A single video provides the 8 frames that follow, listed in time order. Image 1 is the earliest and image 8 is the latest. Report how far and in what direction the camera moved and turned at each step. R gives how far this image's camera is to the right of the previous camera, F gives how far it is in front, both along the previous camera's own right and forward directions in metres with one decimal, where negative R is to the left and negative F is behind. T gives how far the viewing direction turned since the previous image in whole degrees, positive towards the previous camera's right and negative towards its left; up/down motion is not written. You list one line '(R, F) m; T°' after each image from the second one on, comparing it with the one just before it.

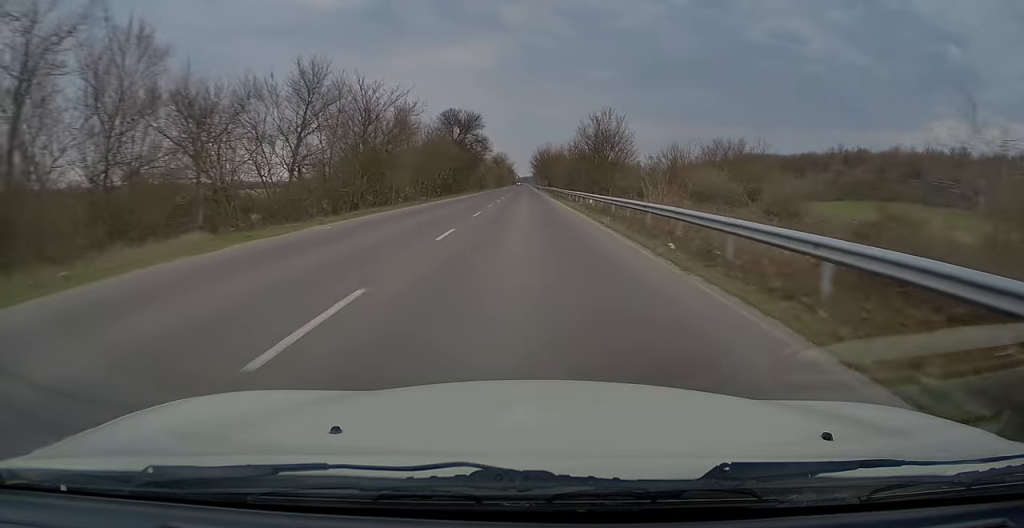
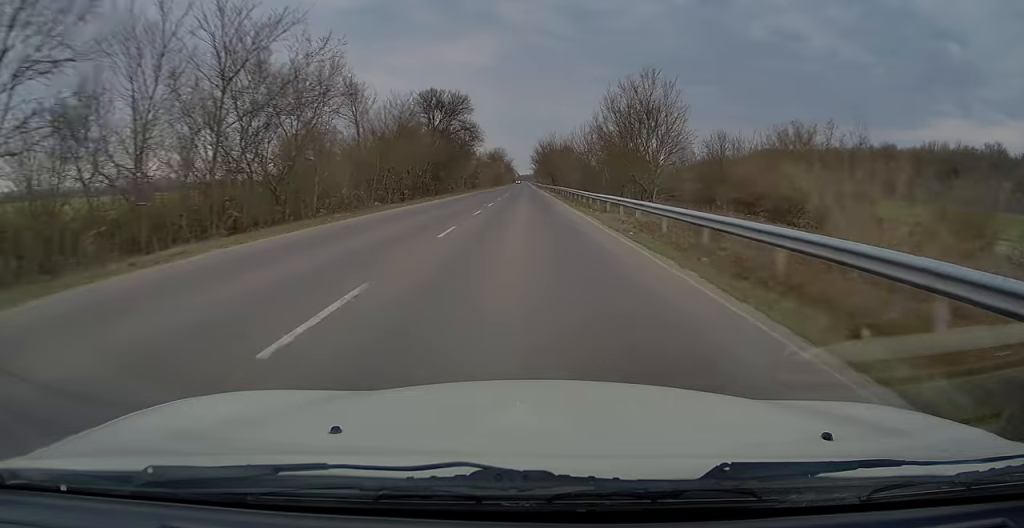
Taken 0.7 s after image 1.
(0.0, +17.6) m; 0°
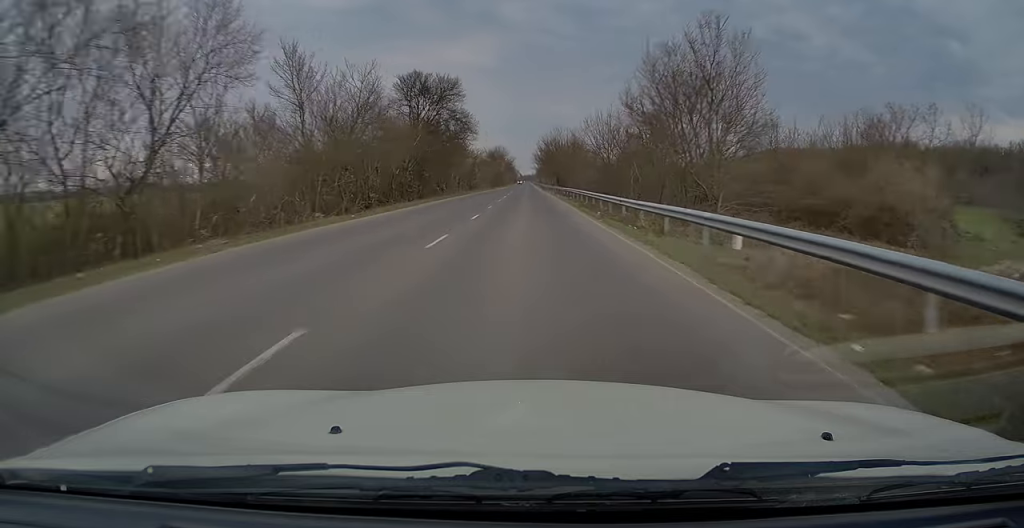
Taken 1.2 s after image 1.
(0.0, +11.3) m; 0°
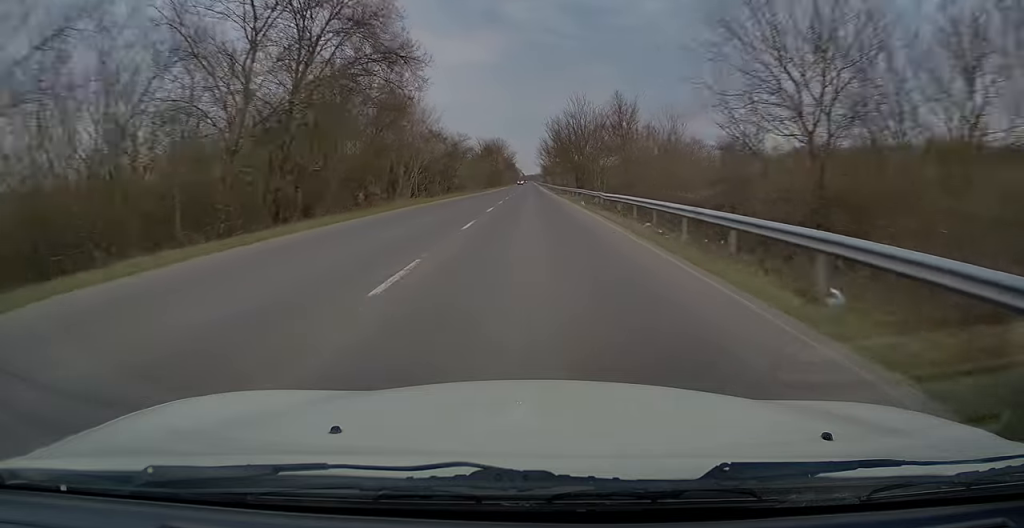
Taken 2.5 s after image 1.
(0.0, +31.6) m; 0°
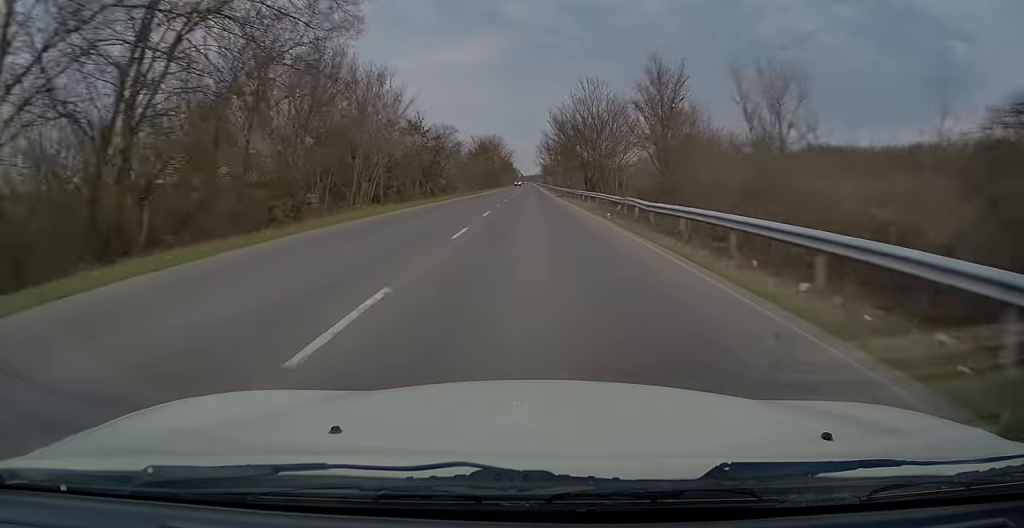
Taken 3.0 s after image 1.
(+0.1, +11.4) m; 0°
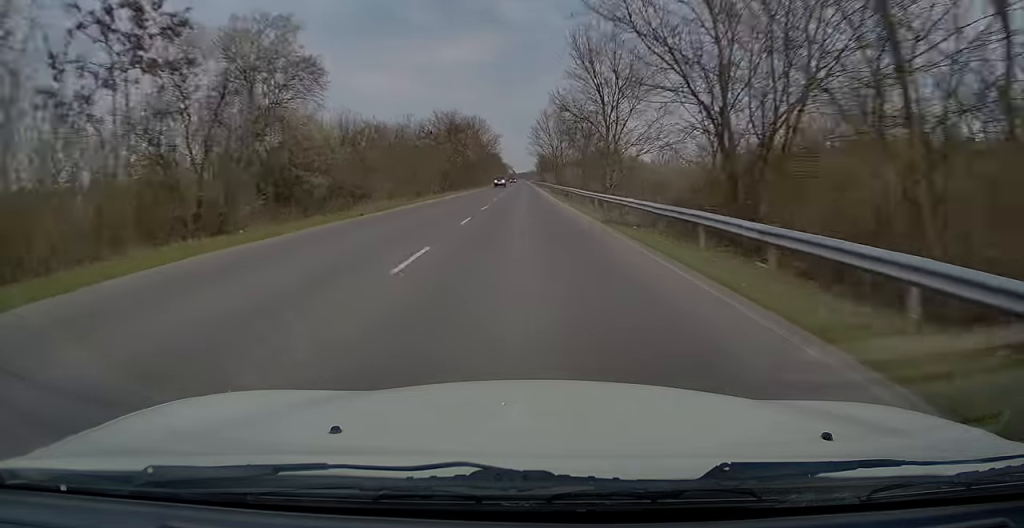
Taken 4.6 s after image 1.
(0.0, +40.7) m; 0°
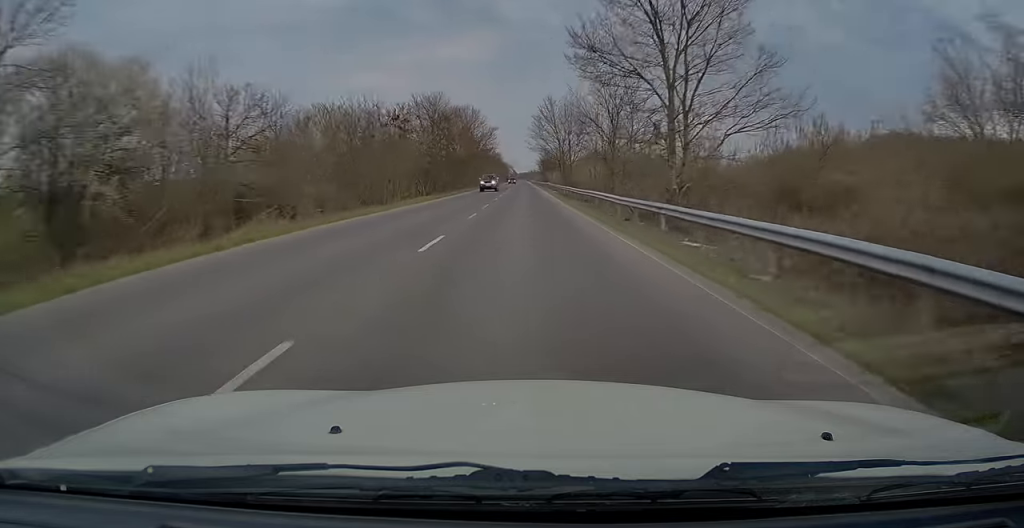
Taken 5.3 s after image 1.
(0.0, +15.6) m; 0°
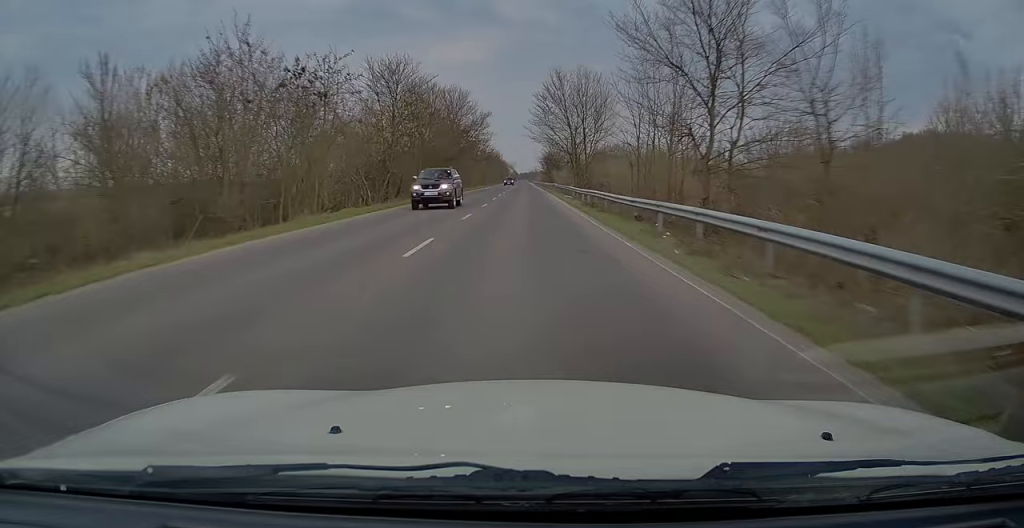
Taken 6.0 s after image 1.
(+0.1, +19.0) m; 0°
